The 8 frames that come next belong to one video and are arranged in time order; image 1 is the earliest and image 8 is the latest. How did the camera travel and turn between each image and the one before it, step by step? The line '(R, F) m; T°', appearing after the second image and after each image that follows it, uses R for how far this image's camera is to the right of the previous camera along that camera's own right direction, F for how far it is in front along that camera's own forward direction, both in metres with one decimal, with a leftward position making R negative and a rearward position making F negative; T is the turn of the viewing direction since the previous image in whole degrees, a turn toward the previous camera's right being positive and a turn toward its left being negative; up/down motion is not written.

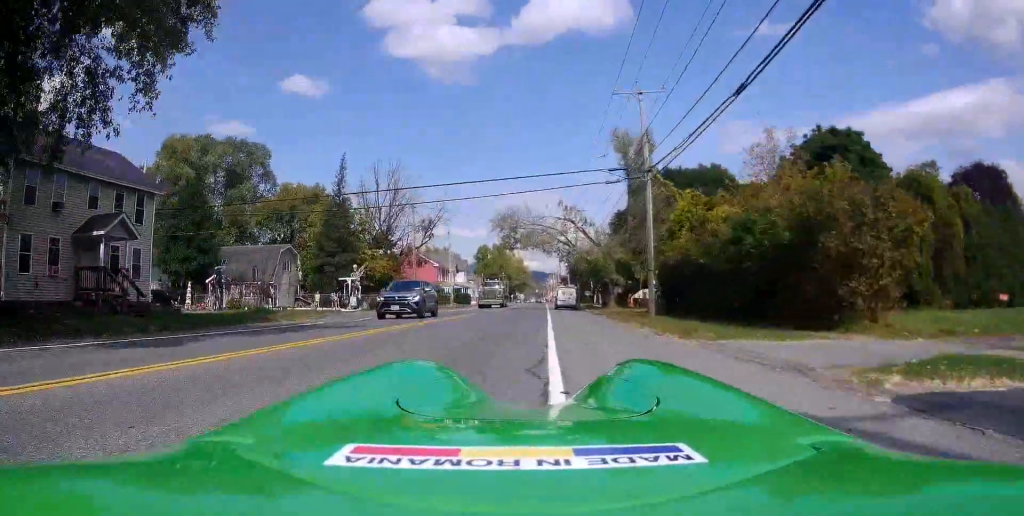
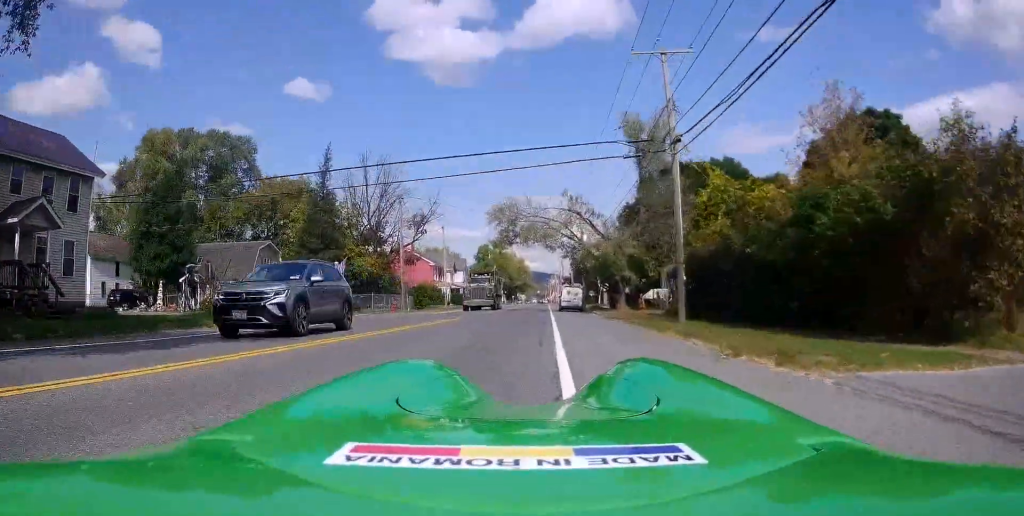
(0.0, +5.1) m; 0°
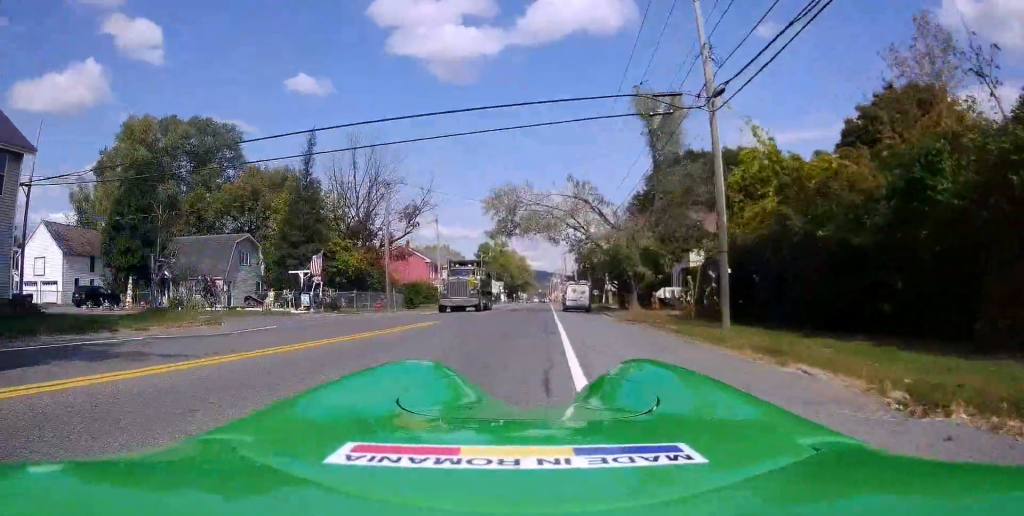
(0.0, +4.6) m; 0°
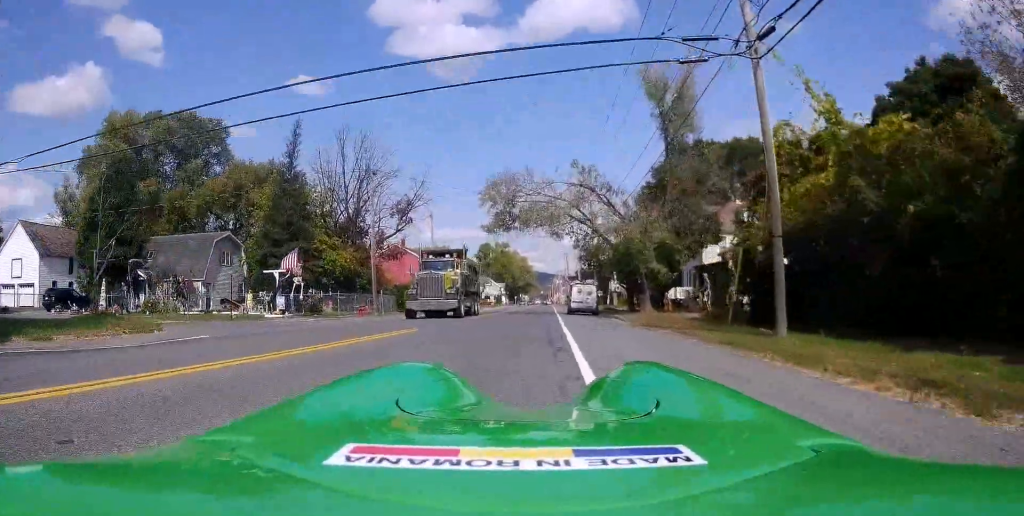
(0.0, +3.8) m; 0°
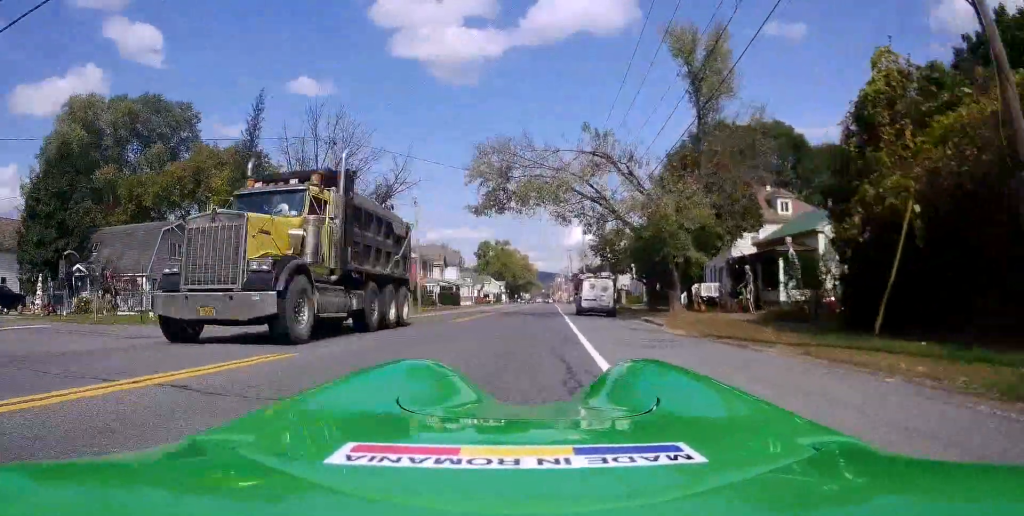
(0.0, +7.0) m; 0°
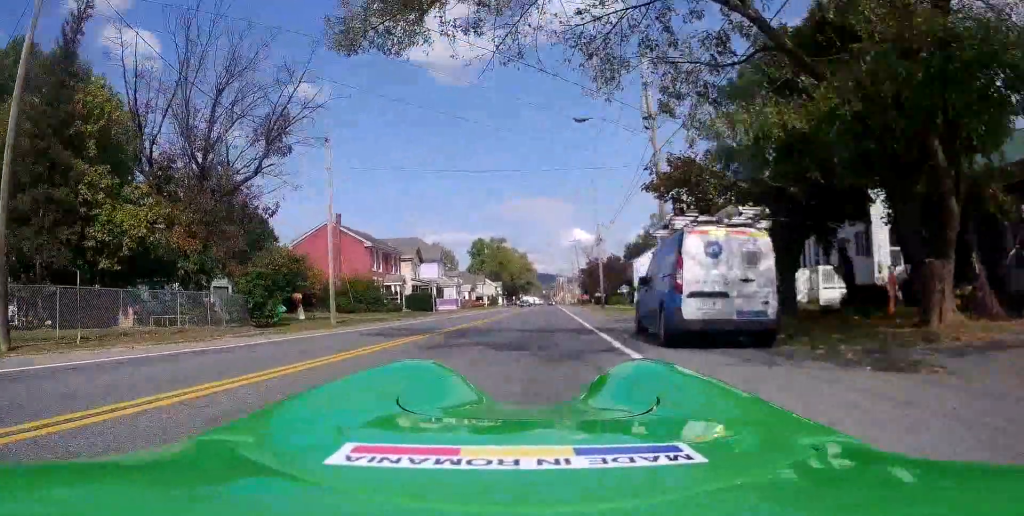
(-0.2, +19.3) m; -1°
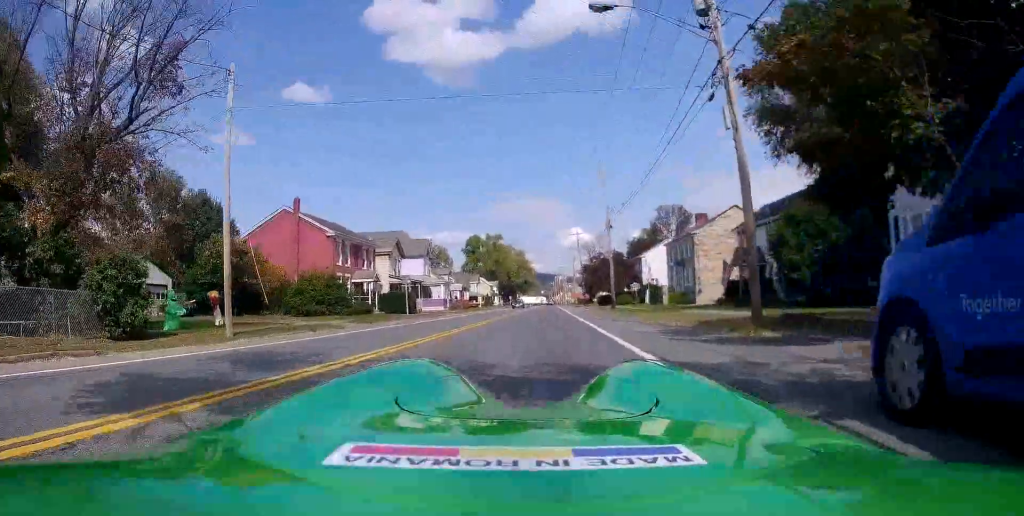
(0.0, +8.9) m; +1°
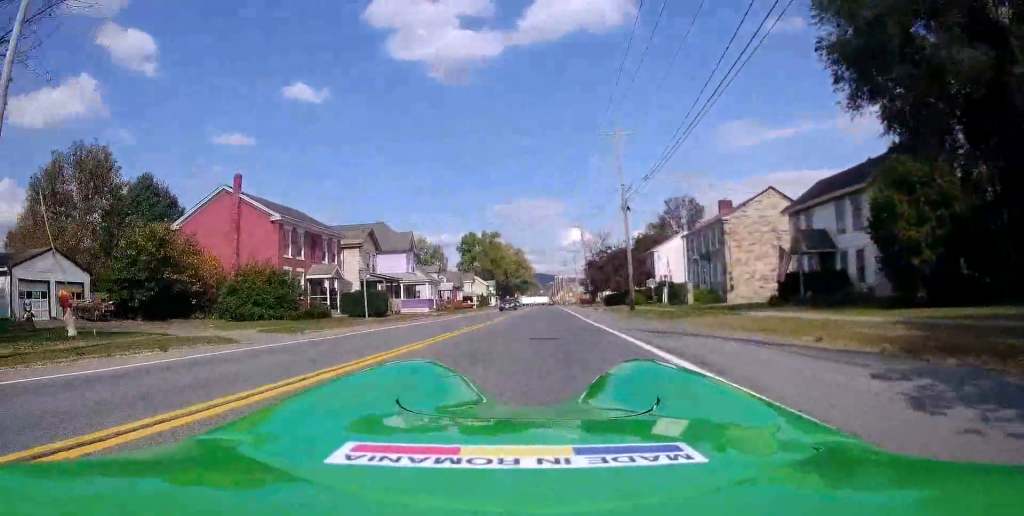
(+0.2, +9.1) m; 0°
